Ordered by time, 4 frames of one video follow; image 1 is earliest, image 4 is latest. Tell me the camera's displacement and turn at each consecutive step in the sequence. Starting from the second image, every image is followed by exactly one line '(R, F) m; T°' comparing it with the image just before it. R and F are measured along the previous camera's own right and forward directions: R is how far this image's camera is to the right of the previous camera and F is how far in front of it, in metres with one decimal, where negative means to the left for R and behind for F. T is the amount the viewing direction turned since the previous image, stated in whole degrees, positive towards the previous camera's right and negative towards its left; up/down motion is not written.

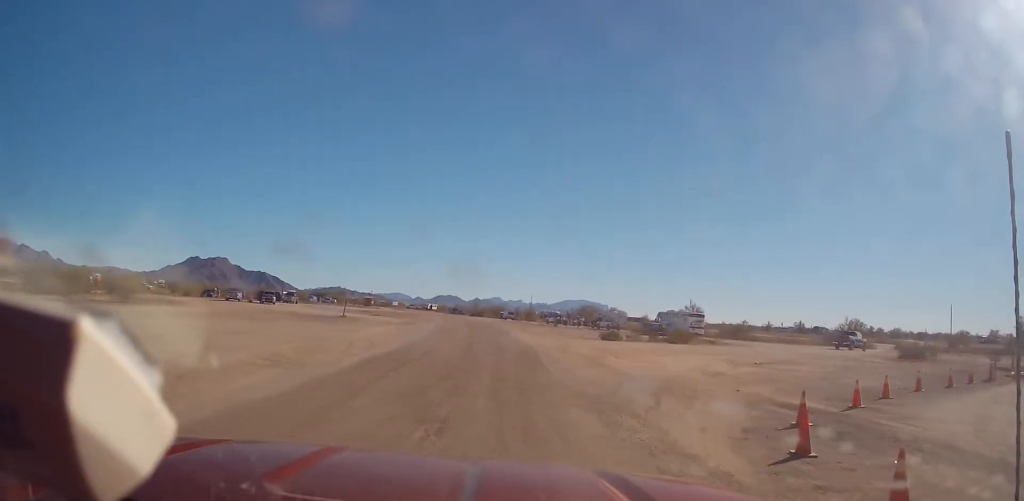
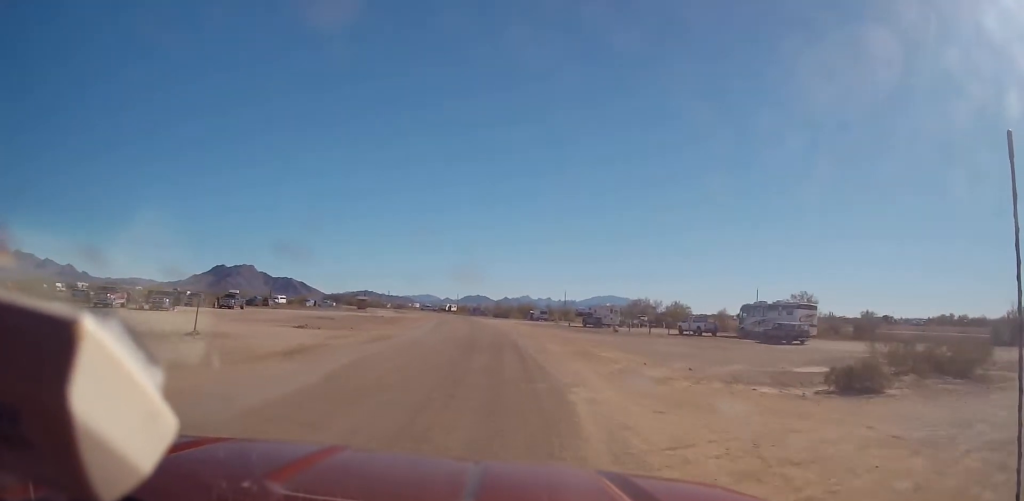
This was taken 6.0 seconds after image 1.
(-1.3, +37.3) m; -3°
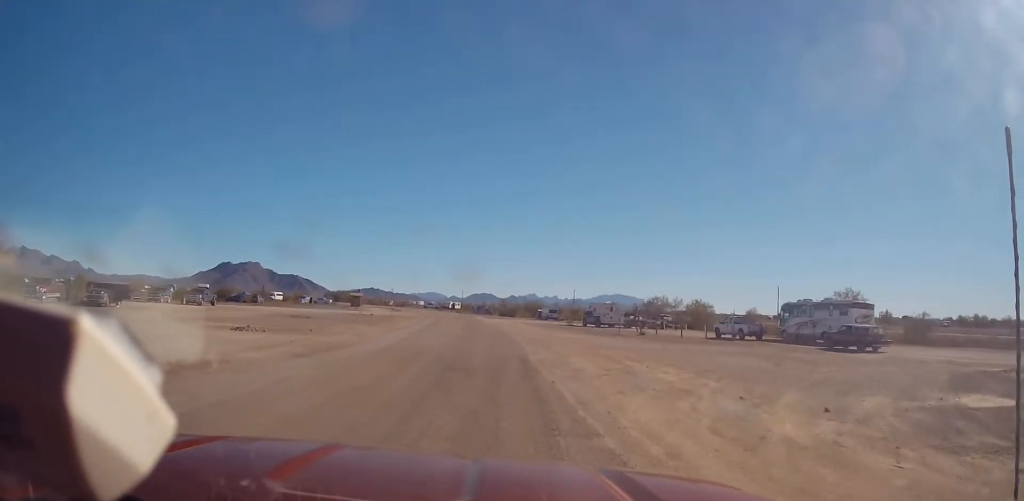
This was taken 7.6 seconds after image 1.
(0.0, +10.0) m; 0°
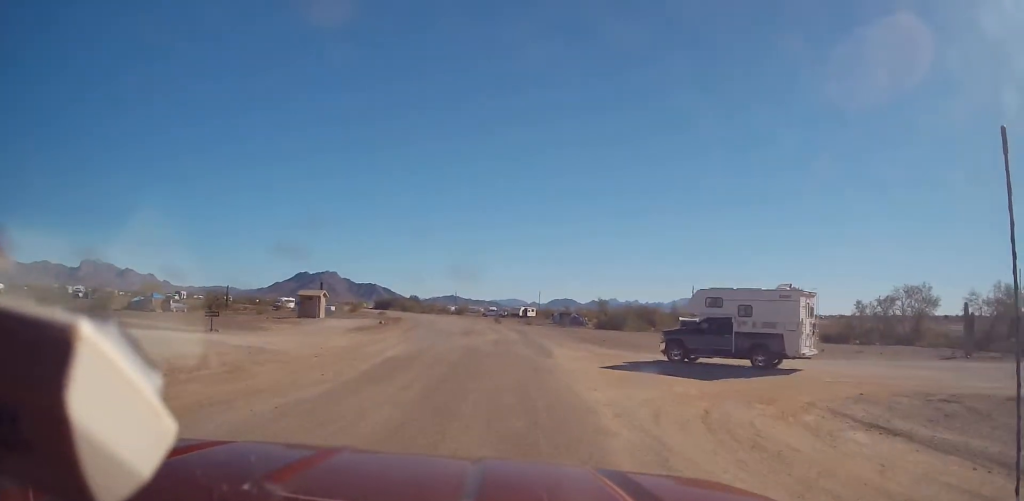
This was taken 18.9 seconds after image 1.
(-4.1, +69.7) m; -7°
